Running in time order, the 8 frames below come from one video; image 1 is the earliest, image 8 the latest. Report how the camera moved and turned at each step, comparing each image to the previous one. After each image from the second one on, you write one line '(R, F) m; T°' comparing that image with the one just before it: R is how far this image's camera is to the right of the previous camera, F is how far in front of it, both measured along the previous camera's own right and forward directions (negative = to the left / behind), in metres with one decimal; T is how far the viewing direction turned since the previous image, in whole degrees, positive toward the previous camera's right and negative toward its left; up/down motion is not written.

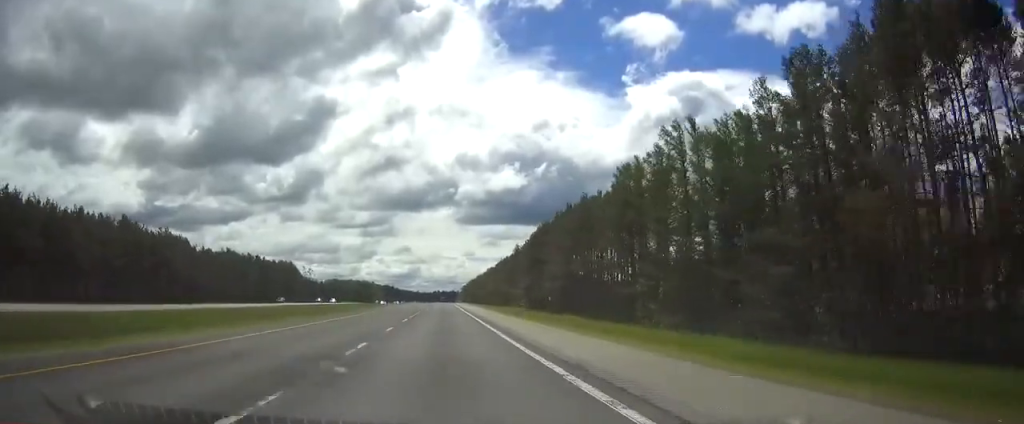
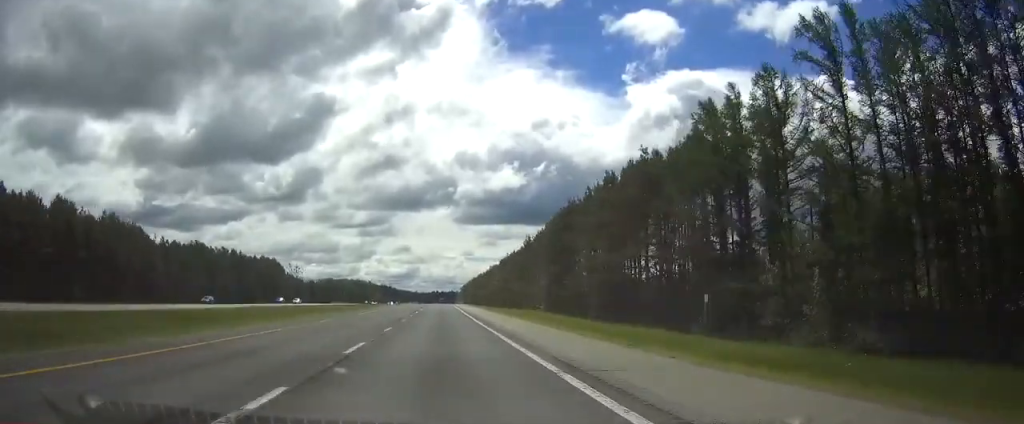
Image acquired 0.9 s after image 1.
(0.0, +26.5) m; 0°
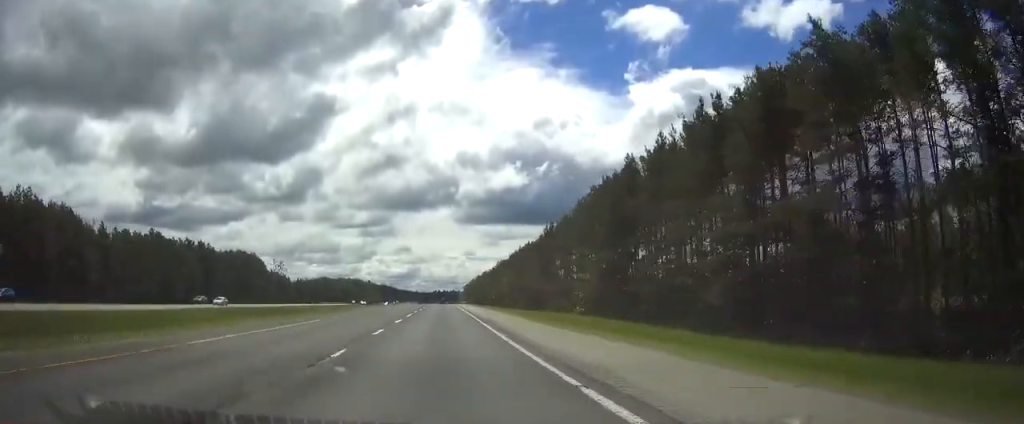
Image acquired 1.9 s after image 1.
(0.0, +30.5) m; 0°
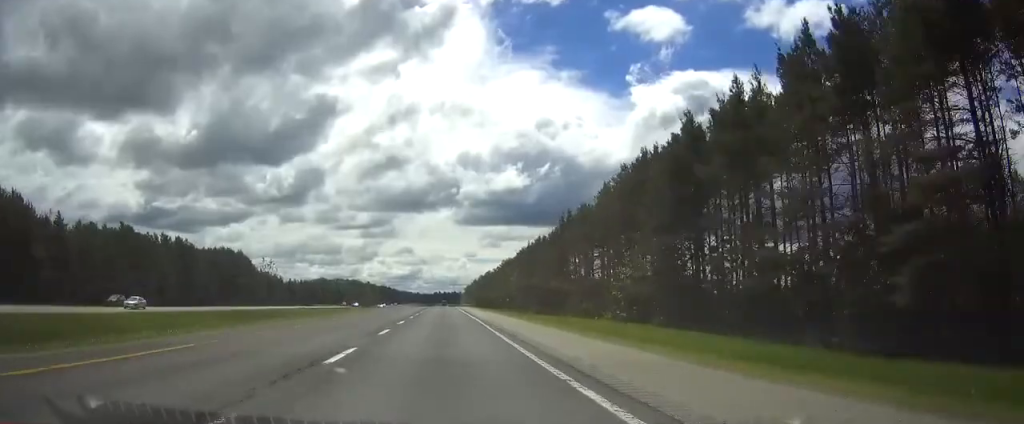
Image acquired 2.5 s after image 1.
(0.0, +16.7) m; 0°
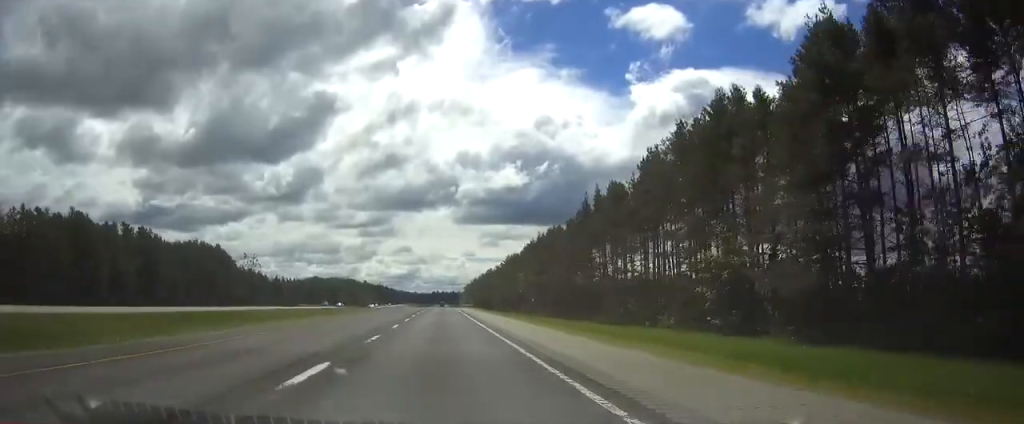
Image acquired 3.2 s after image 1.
(-0.1, +20.7) m; 0°
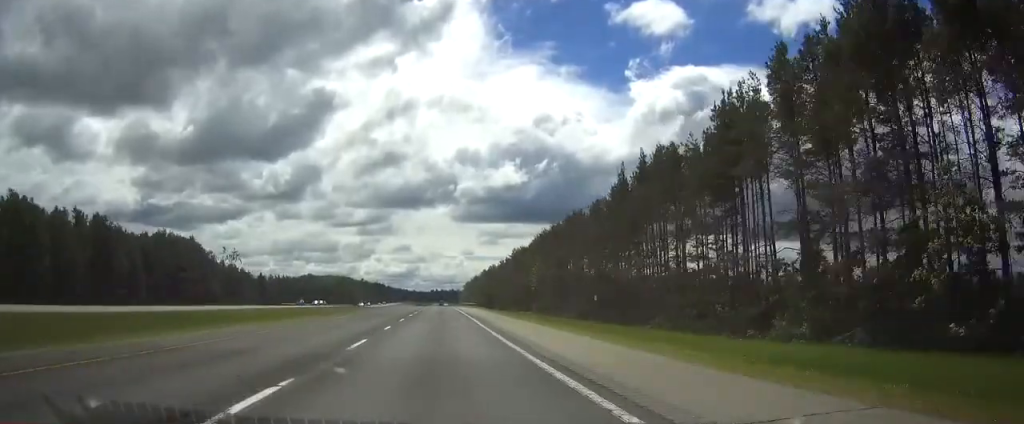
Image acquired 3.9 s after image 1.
(0.0, +20.7) m; 0°
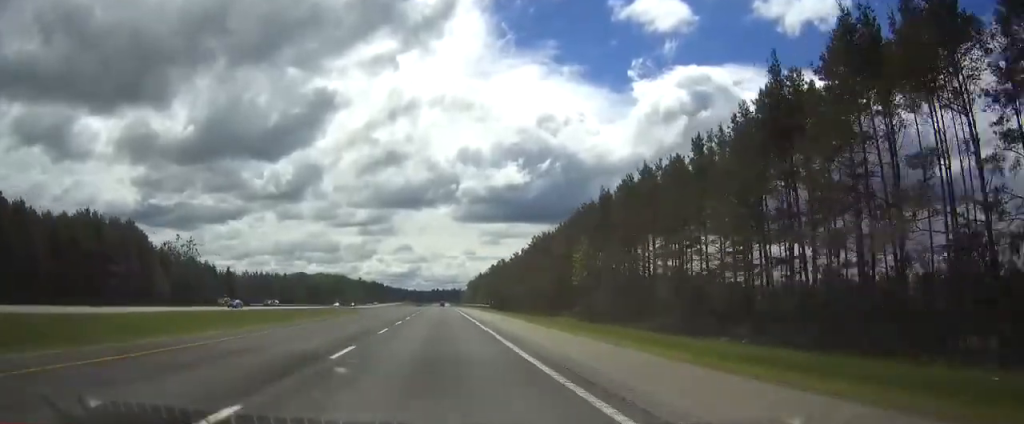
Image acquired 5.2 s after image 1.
(+0.1, +37.6) m; 0°
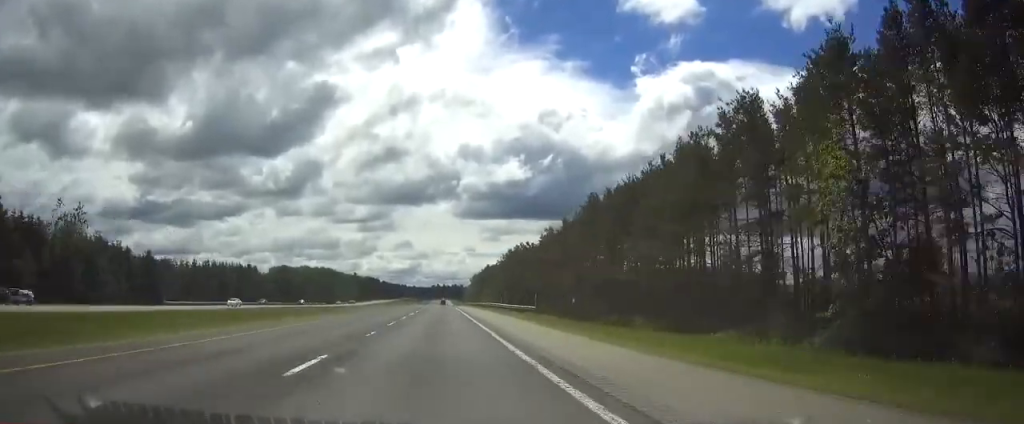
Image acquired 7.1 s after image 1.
(-0.1, +56.7) m; 0°
